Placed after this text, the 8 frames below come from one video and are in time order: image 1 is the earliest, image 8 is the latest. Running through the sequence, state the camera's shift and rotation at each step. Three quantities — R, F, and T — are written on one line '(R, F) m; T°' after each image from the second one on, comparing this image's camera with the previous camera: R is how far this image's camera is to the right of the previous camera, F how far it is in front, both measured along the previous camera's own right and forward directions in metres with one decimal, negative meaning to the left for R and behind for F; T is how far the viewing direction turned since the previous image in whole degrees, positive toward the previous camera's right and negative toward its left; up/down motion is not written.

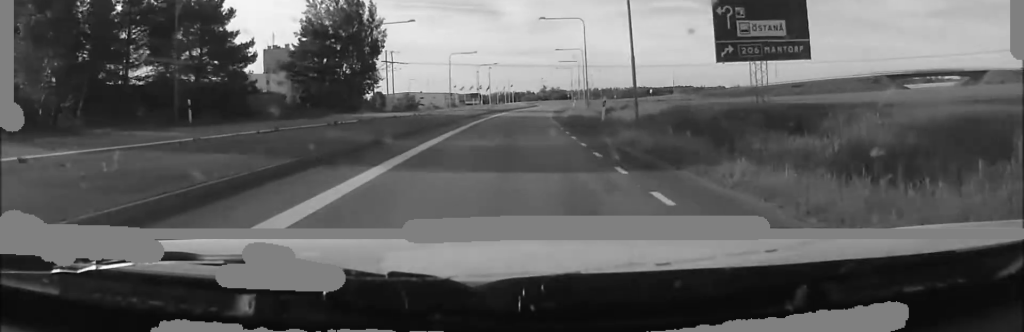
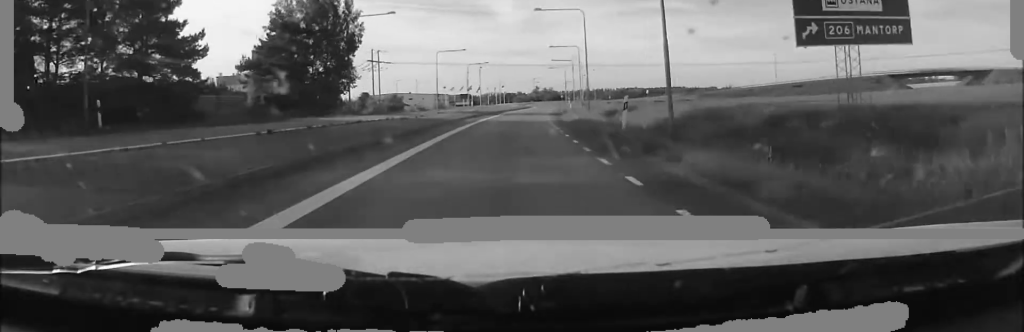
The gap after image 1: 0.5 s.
(+0.2, +7.0) m; +2°
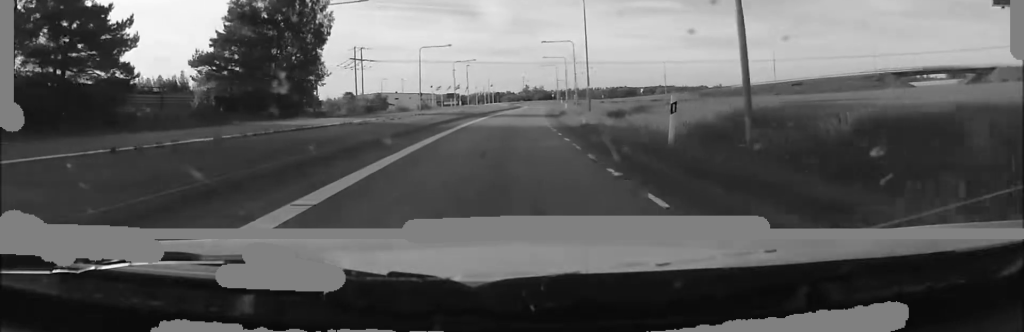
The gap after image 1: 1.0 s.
(+0.3, +7.1) m; +2°
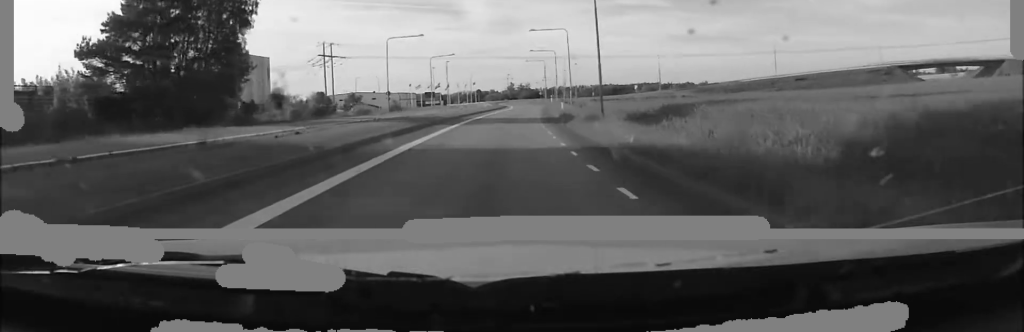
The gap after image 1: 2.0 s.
(+0.2, +14.7) m; +1°
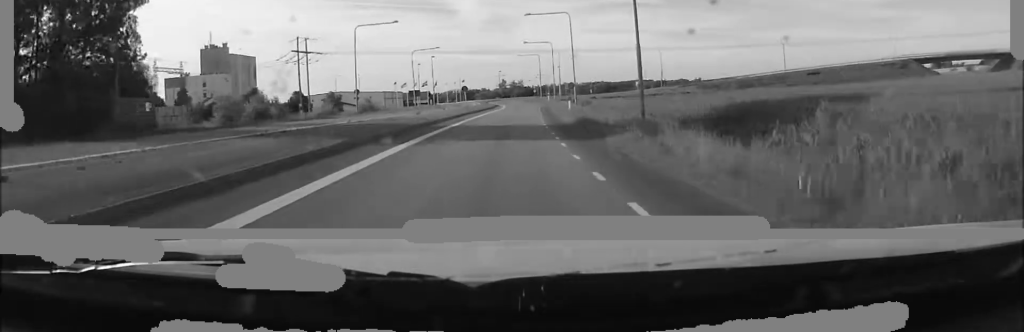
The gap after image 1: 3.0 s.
(0.0, +14.1) m; 0°
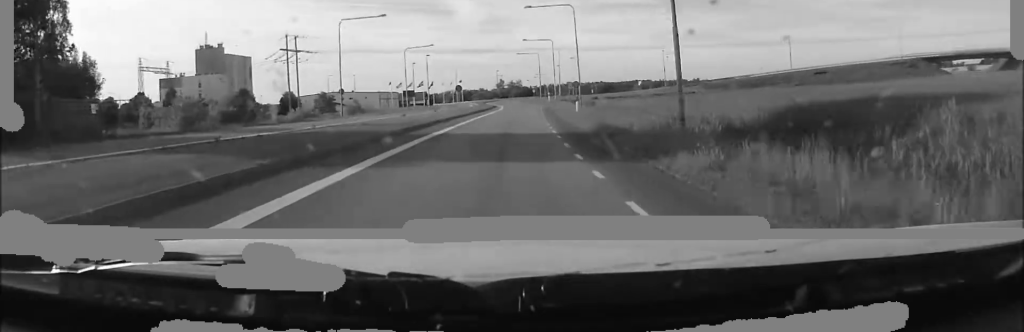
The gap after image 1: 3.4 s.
(0.0, +6.2) m; 0°
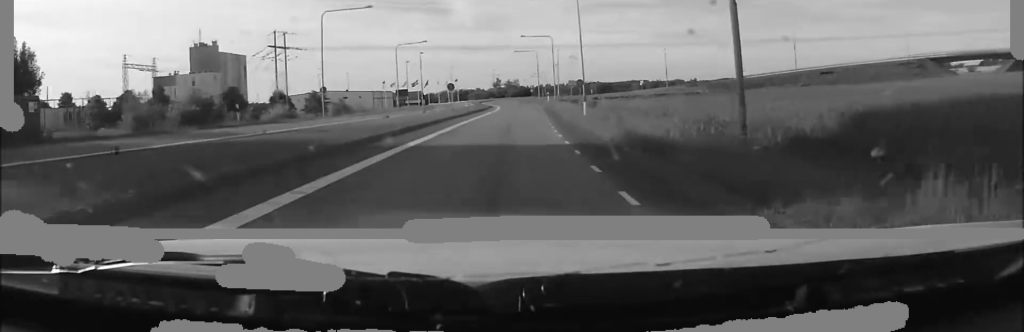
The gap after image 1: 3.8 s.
(0.0, +5.7) m; 0°
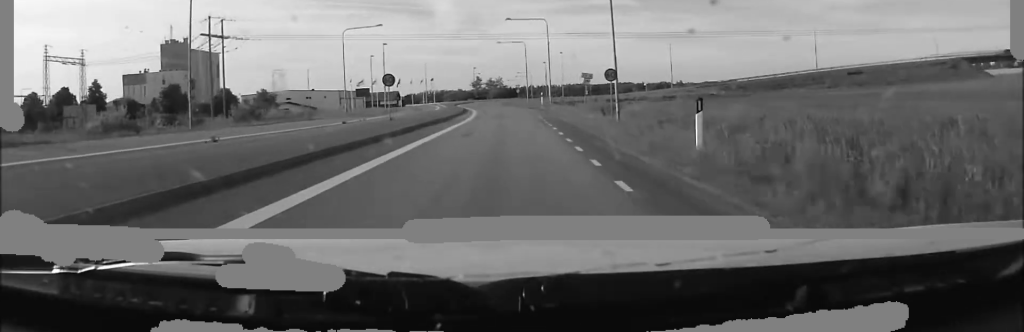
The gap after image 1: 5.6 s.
(0.0, +24.2) m; 0°
